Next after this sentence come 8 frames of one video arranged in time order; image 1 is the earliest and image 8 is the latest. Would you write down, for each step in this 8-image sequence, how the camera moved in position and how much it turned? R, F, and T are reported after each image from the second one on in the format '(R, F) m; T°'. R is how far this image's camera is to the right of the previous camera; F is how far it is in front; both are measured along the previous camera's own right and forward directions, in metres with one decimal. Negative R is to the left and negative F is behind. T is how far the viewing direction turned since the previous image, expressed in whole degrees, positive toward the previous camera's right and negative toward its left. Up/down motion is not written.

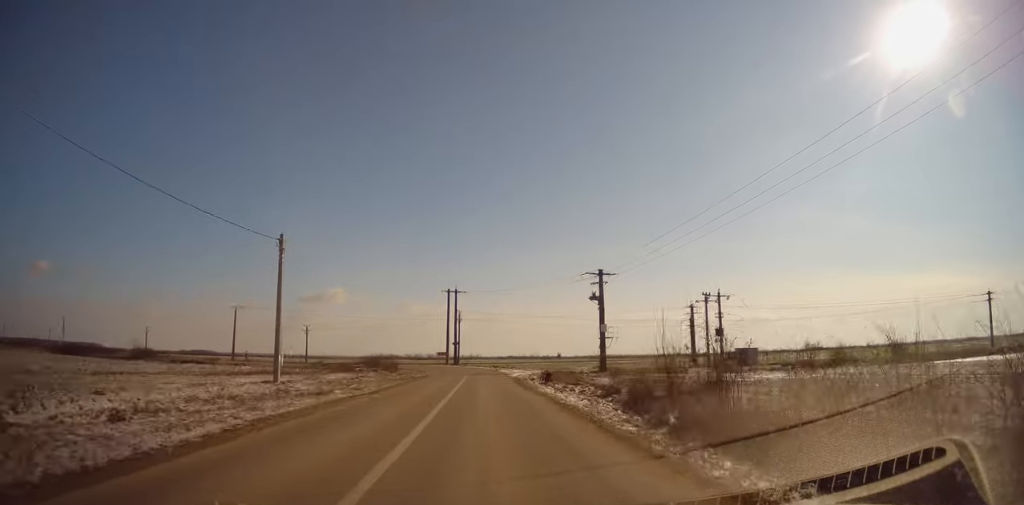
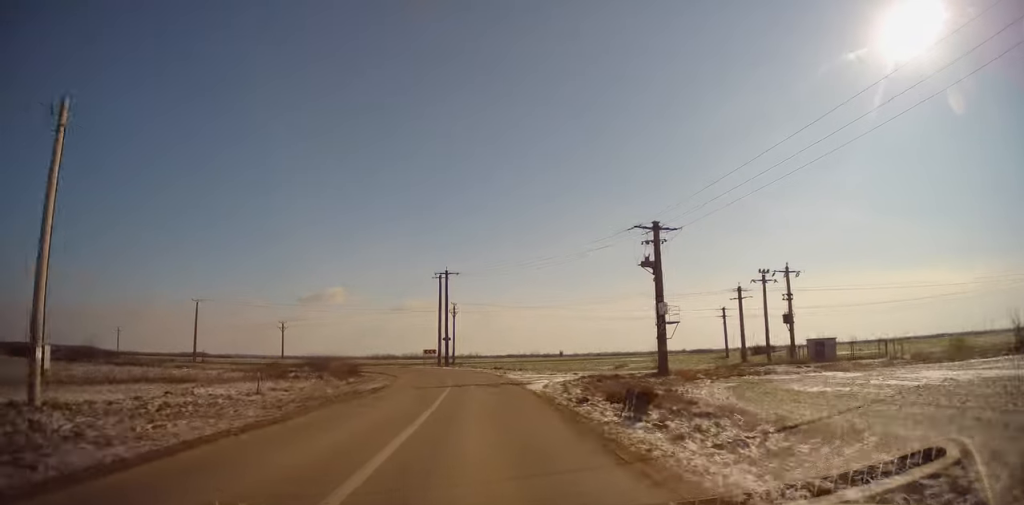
(+0.2, +18.7) m; +2°
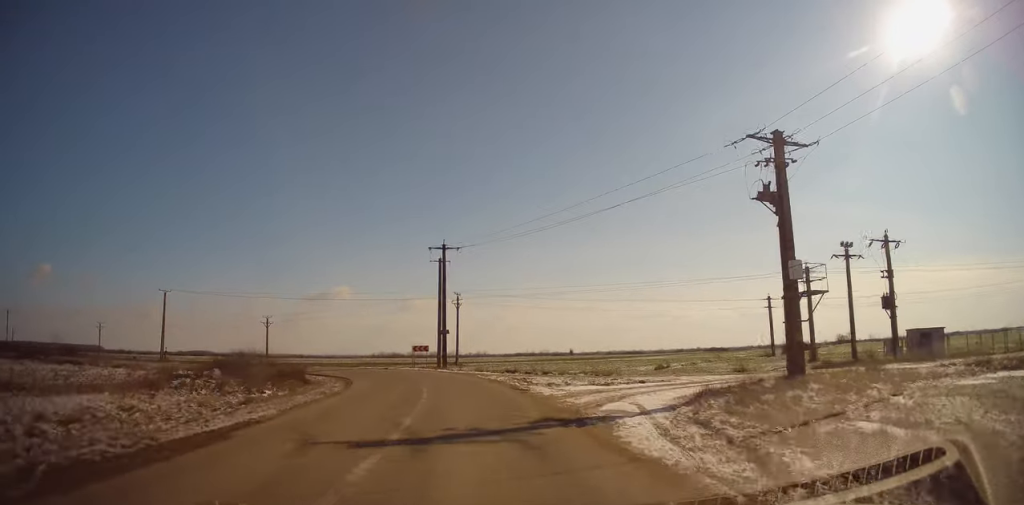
(+0.4, +15.7) m; -1°
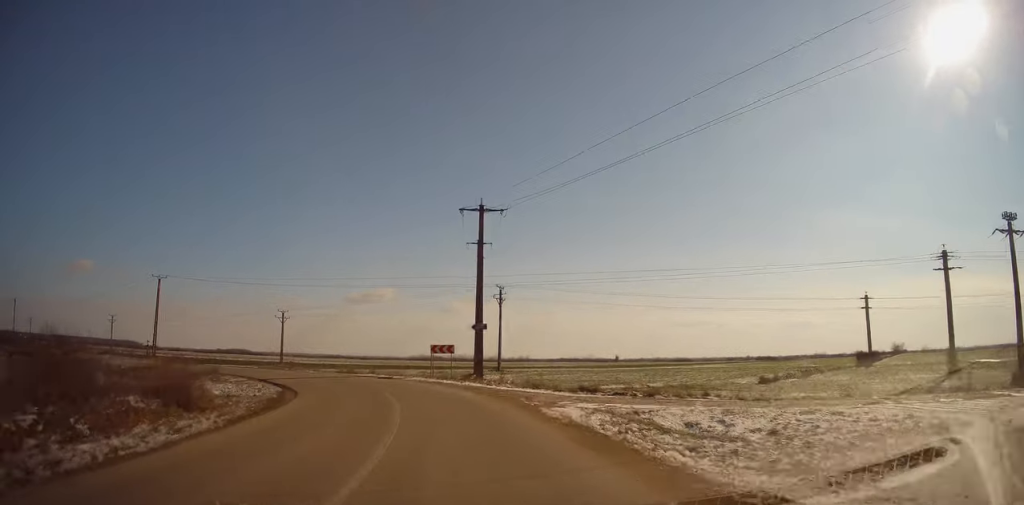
(-0.7, +16.3) m; -6°
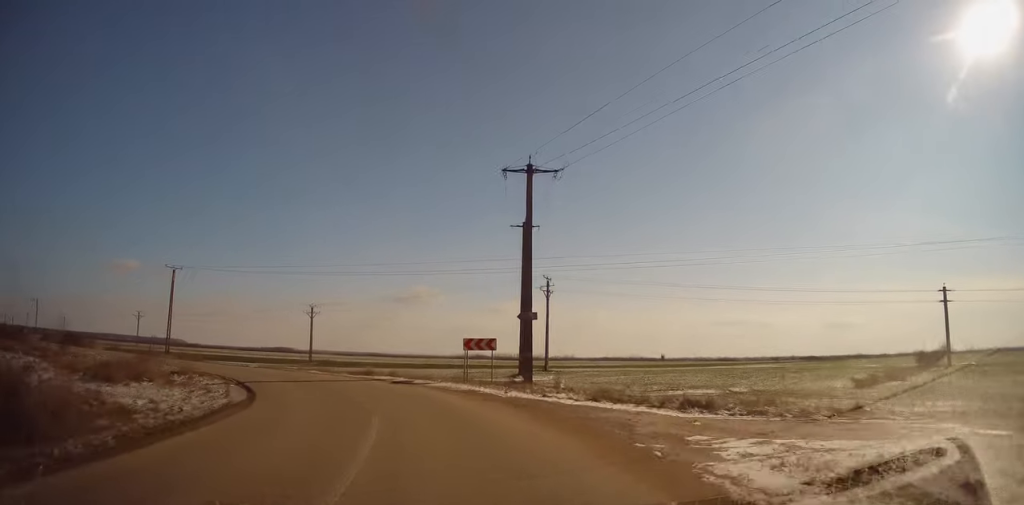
(-0.1, +8.3) m; -4°
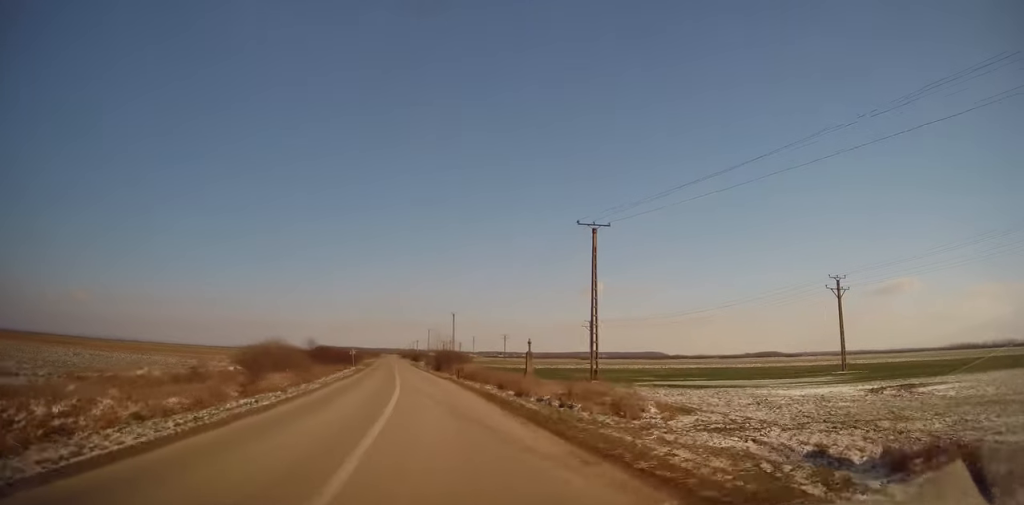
(-13.7, +35.0) m; -47°
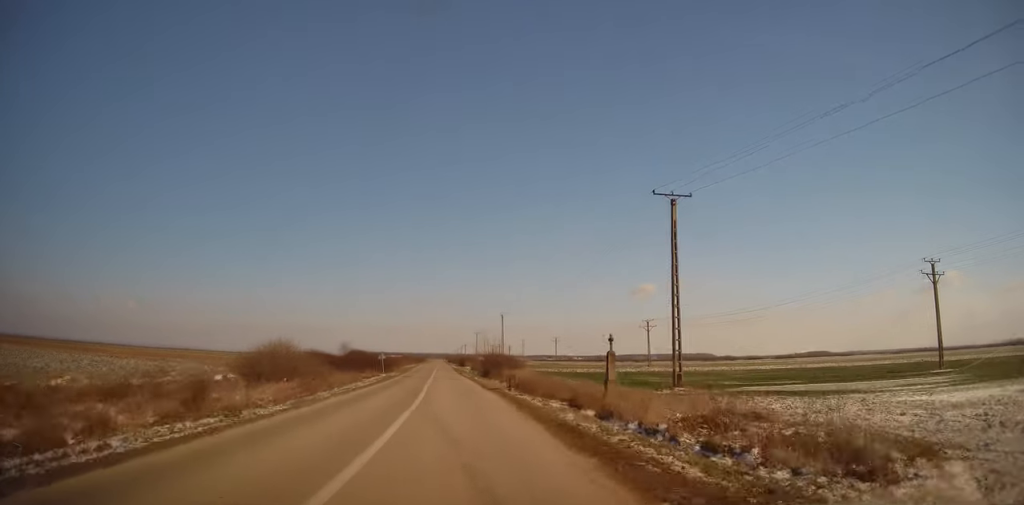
(-0.7, +8.2) m; -6°
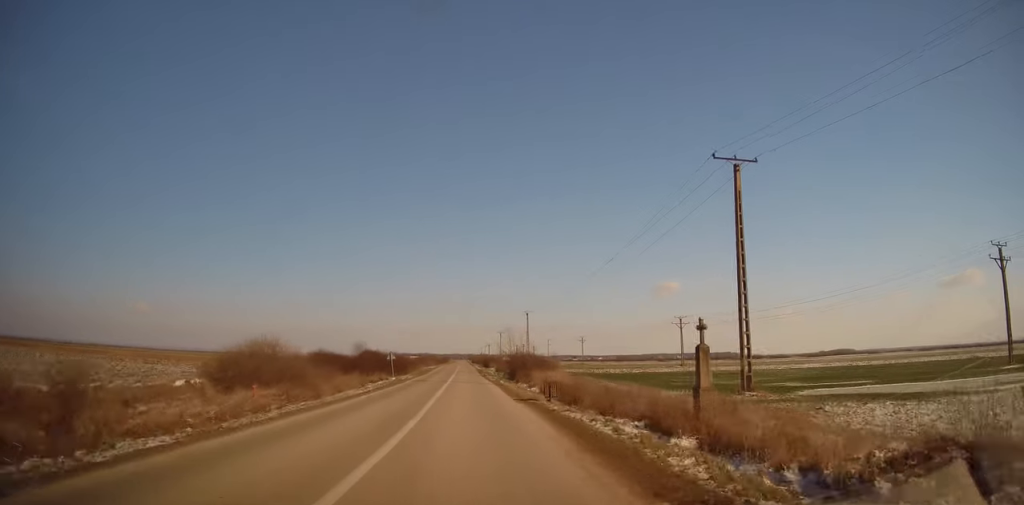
(-0.1, +6.2) m; -4°
